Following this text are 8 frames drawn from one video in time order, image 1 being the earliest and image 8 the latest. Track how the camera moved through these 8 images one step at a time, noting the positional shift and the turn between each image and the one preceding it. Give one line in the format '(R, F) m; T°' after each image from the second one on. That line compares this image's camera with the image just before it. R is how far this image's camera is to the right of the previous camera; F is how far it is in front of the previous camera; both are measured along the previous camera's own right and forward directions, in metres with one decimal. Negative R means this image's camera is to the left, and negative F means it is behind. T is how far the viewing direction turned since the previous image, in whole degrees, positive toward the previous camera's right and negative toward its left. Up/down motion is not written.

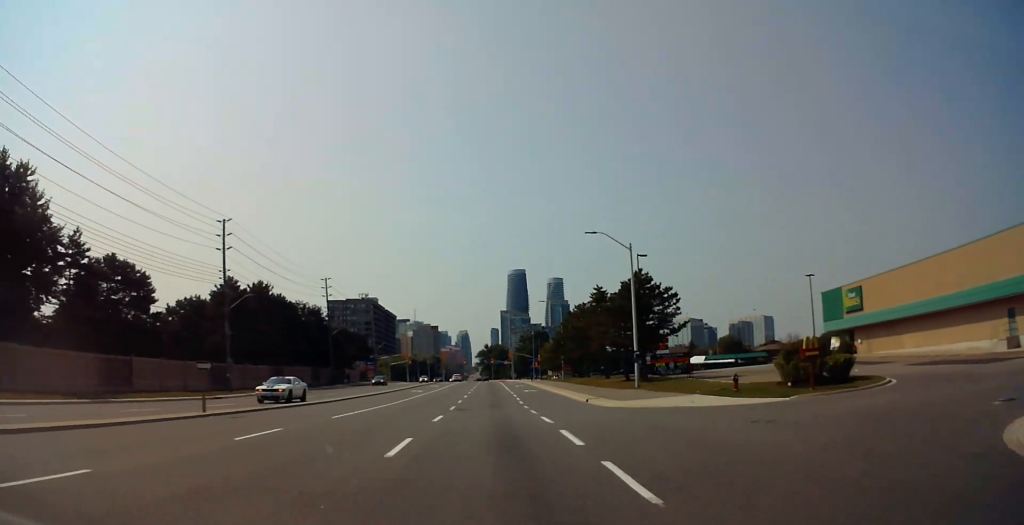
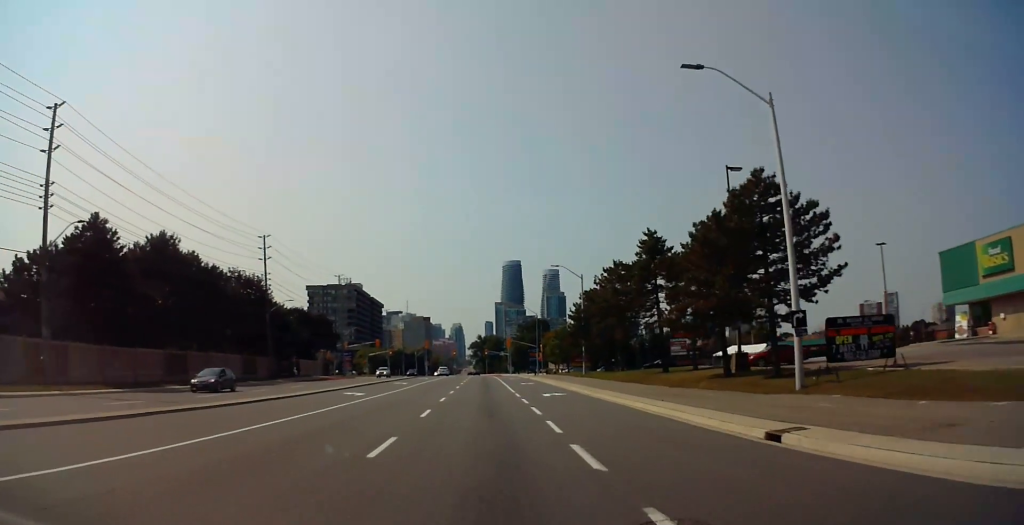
(+0.1, +28.0) m; 0°
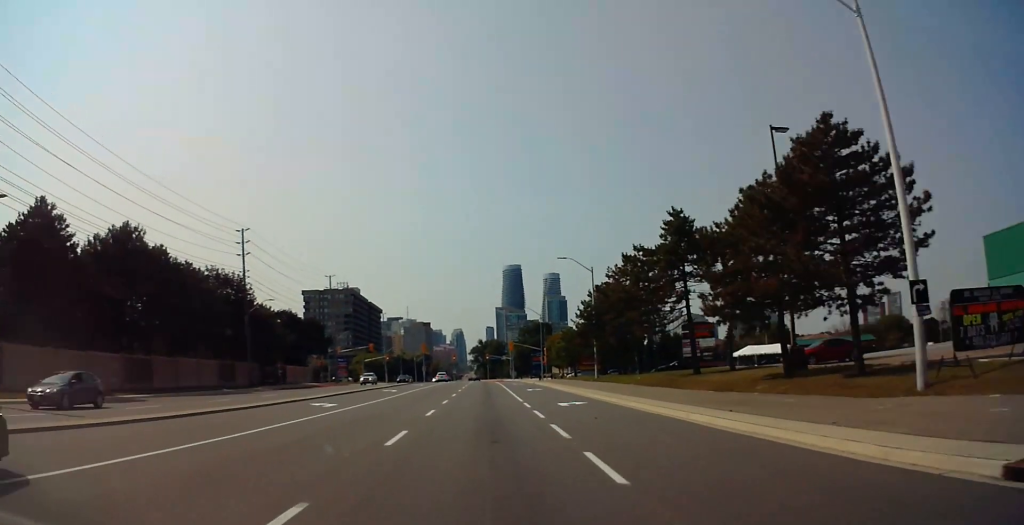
(-0.2, +7.4) m; 0°
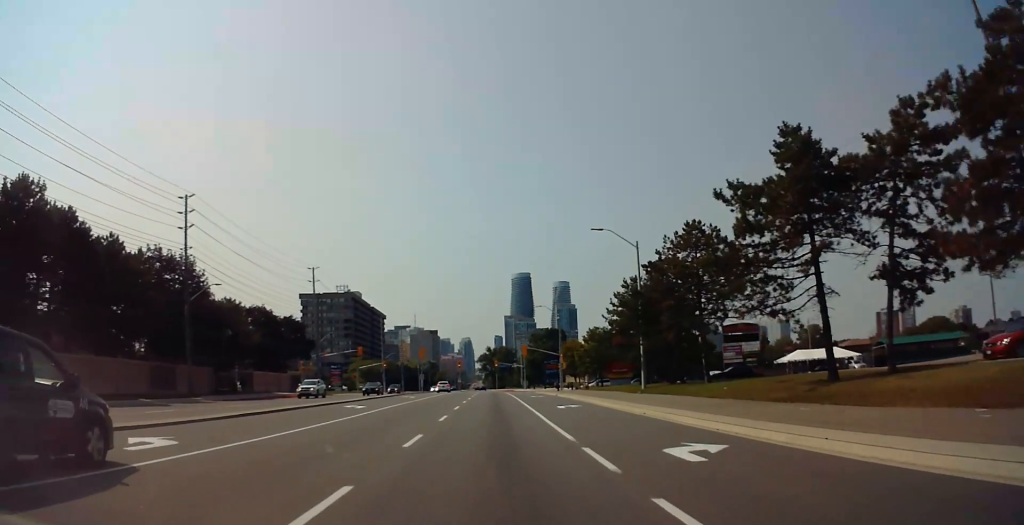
(+0.3, +16.9) m; +1°
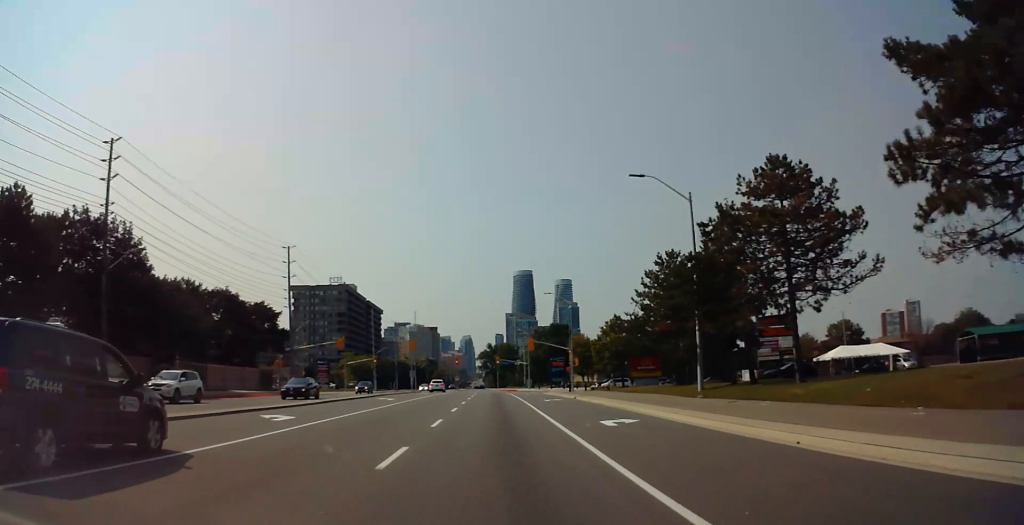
(0.0, +13.4) m; 0°
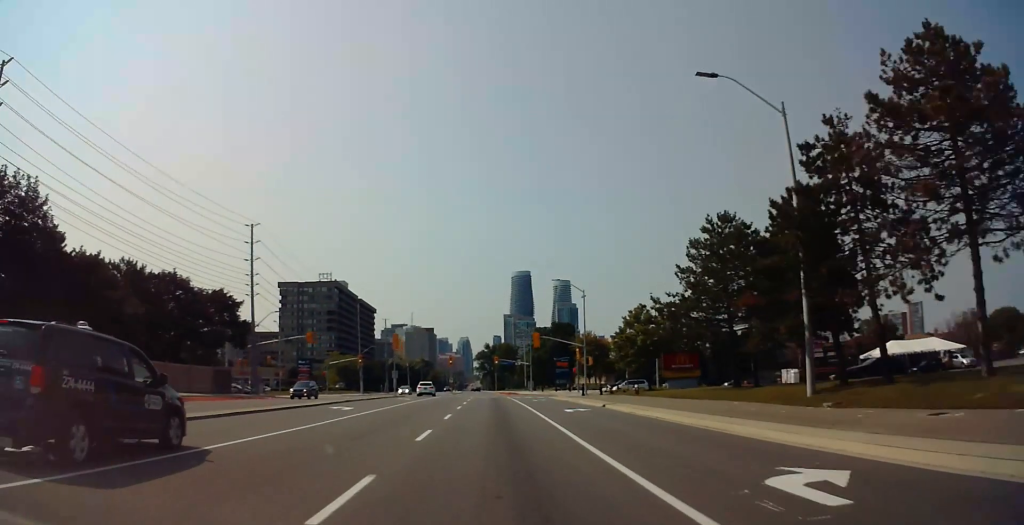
(-0.3, +13.3) m; 0°
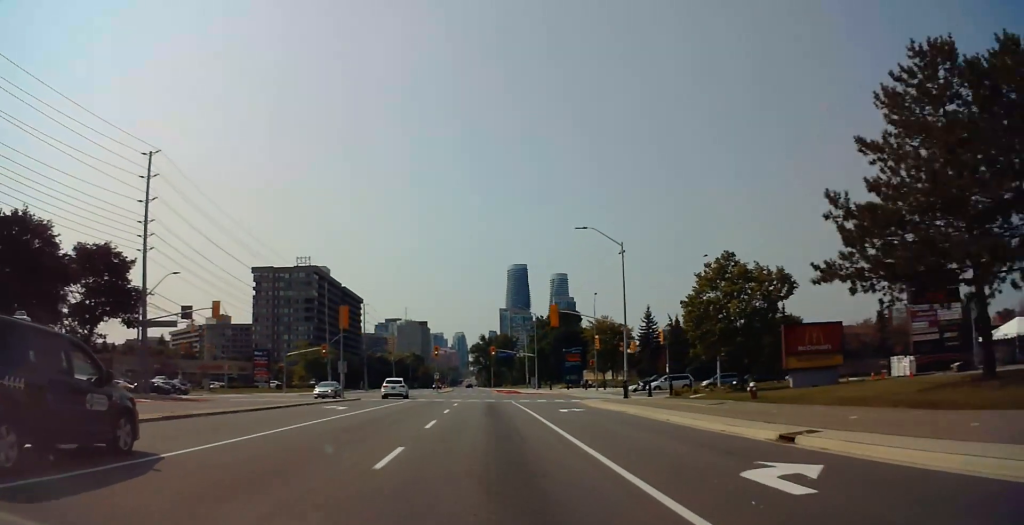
(+0.7, +23.6) m; +2°
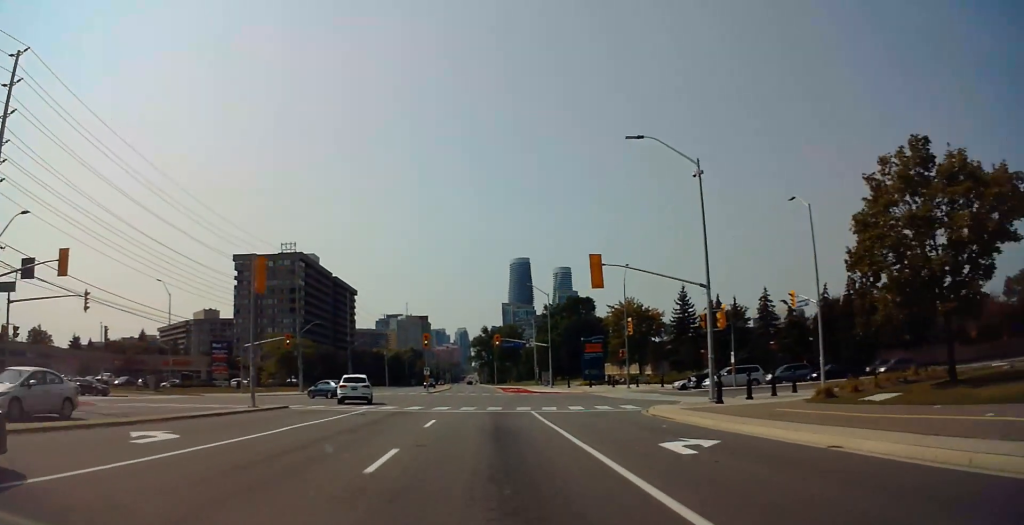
(-0.1, +19.0) m; -1°
